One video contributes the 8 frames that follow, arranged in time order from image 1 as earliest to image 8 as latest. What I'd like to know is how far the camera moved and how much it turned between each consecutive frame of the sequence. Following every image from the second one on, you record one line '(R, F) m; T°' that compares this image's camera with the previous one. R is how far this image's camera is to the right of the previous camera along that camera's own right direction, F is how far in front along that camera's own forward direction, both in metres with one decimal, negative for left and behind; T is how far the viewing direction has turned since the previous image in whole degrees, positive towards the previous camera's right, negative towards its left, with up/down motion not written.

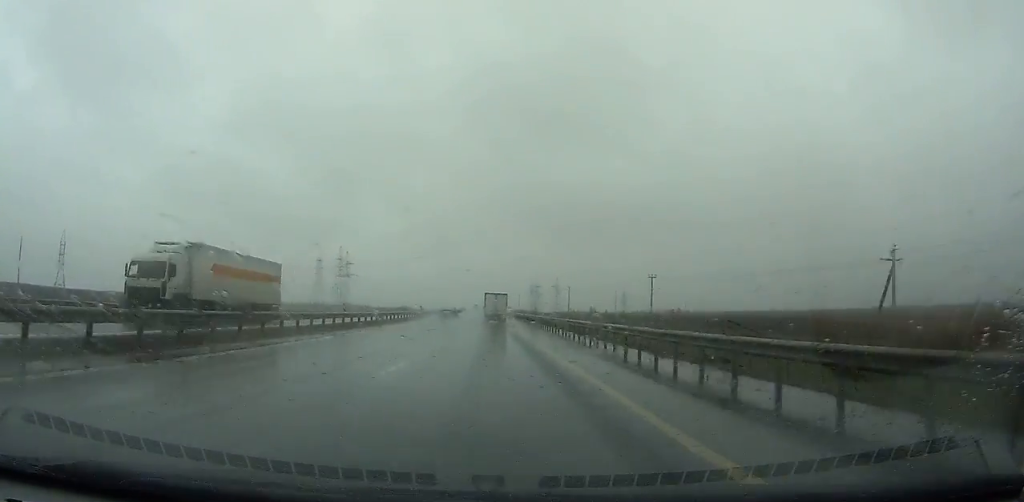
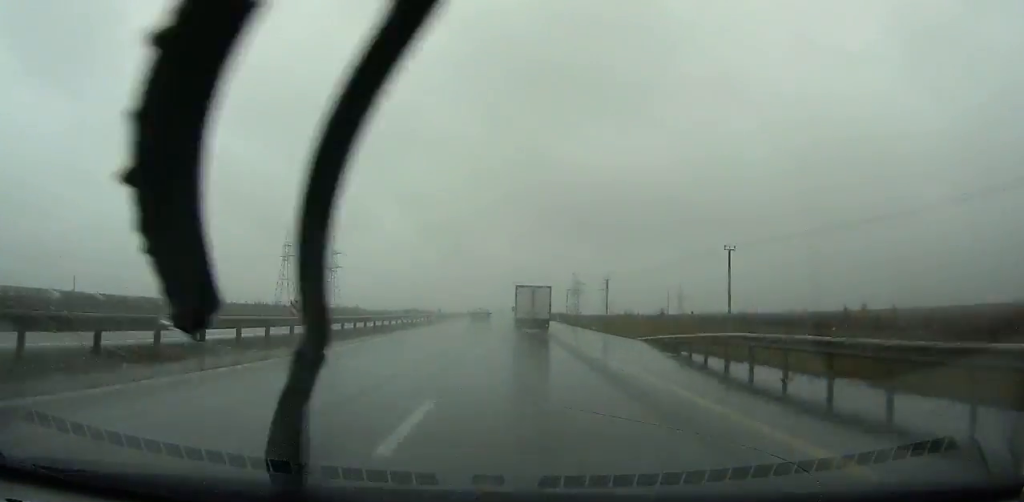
(-1.2, +89.4) m; -2°
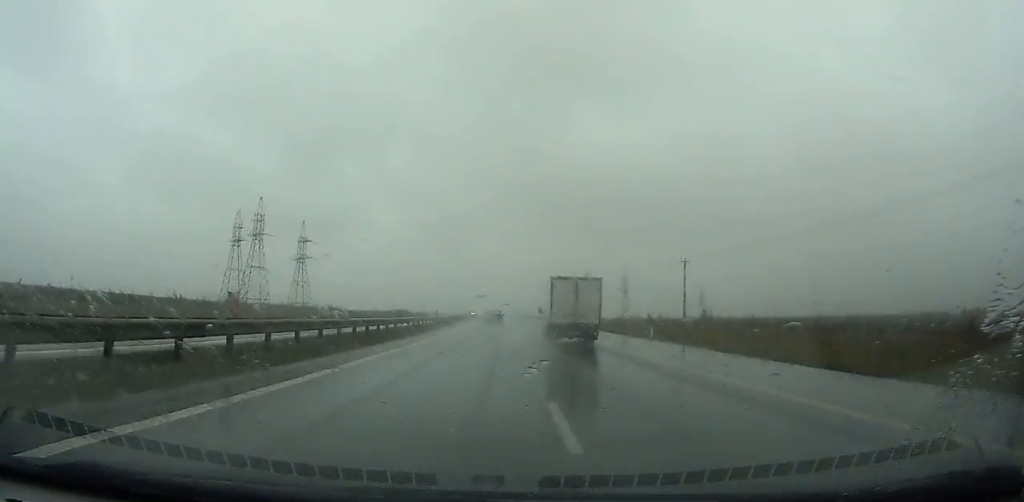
(-0.5, +47.6) m; 0°
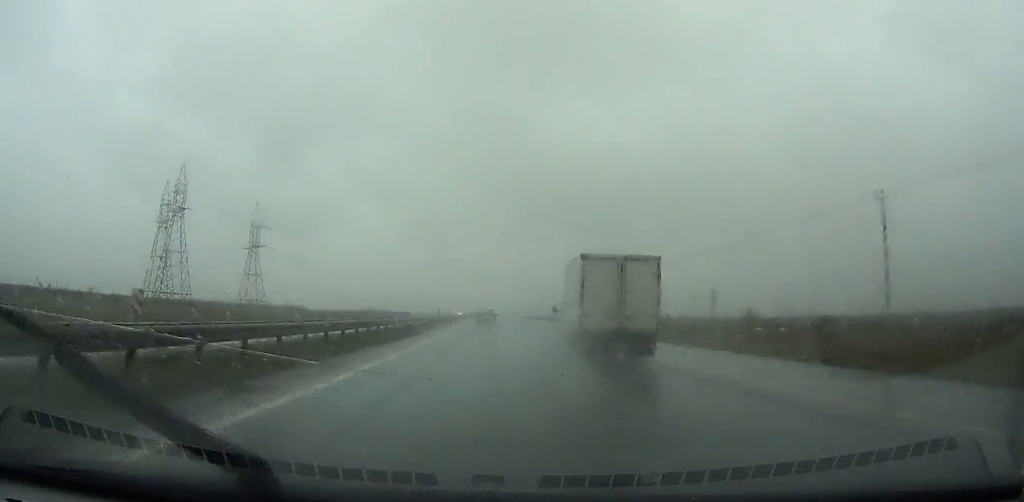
(-0.3, +39.2) m; 0°
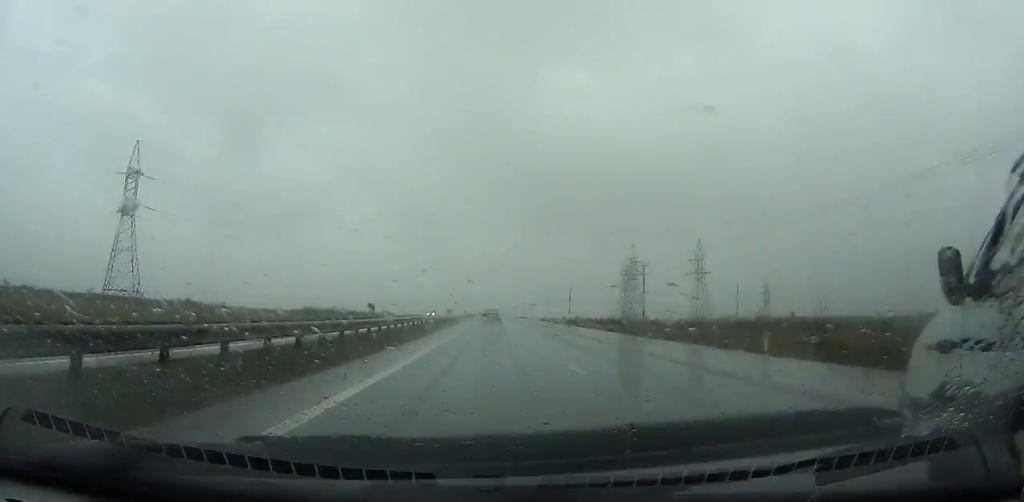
(+0.3, +72.9) m; 0°
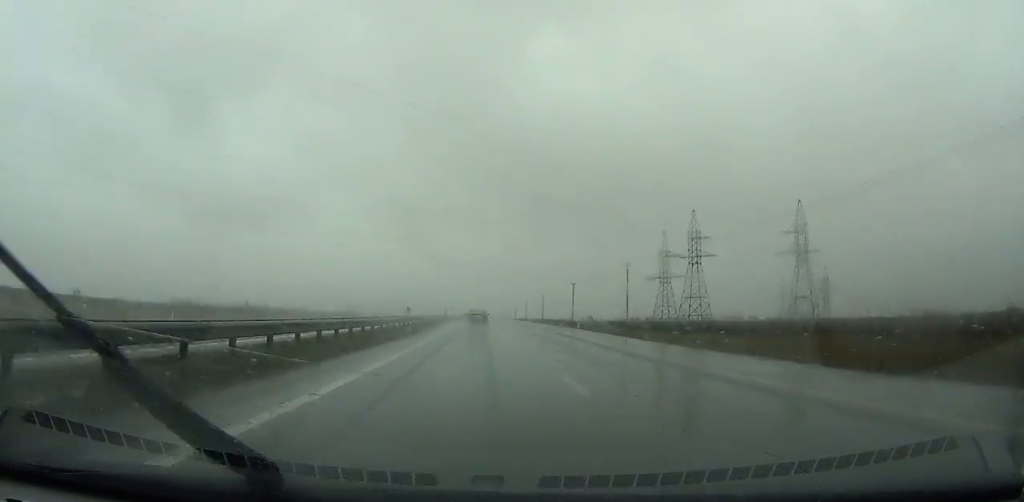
(+0.1, +61.6) m; 0°
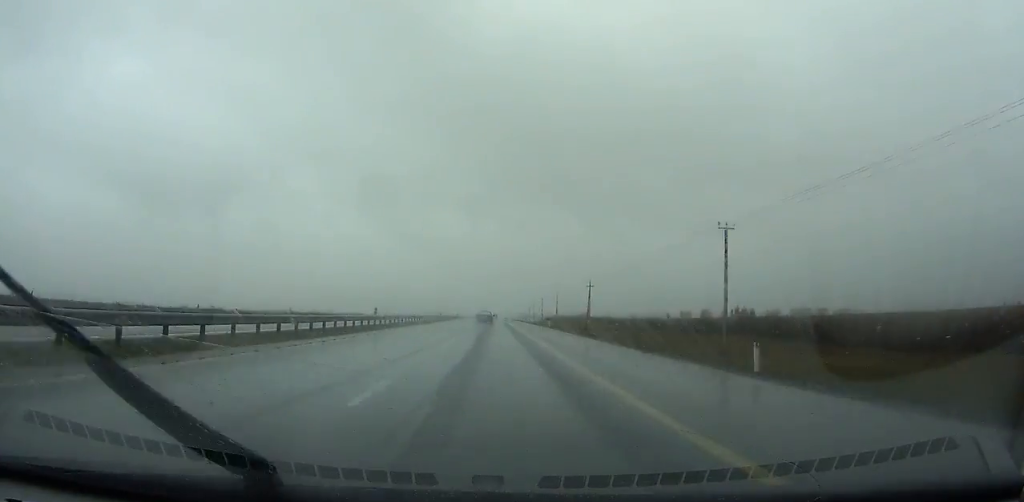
(-1.5, +191.6) m; -2°
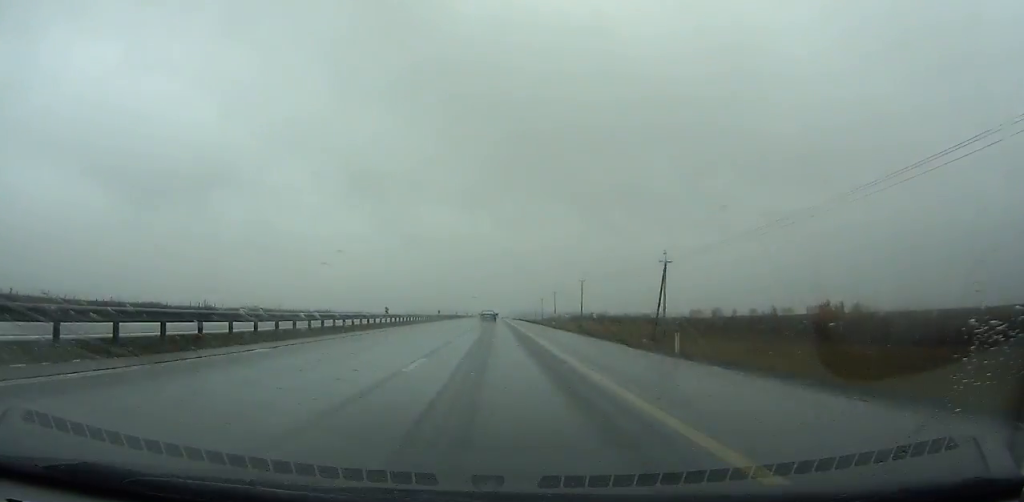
(-0.2, +44.2) m; 0°
